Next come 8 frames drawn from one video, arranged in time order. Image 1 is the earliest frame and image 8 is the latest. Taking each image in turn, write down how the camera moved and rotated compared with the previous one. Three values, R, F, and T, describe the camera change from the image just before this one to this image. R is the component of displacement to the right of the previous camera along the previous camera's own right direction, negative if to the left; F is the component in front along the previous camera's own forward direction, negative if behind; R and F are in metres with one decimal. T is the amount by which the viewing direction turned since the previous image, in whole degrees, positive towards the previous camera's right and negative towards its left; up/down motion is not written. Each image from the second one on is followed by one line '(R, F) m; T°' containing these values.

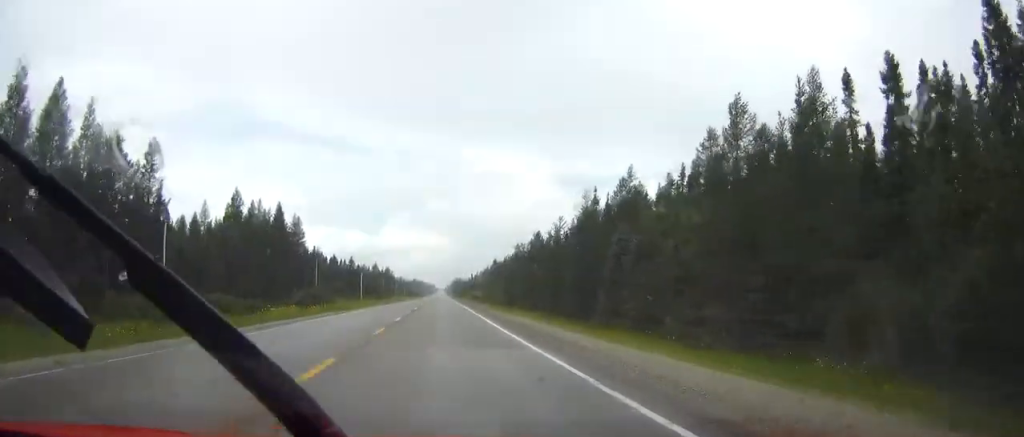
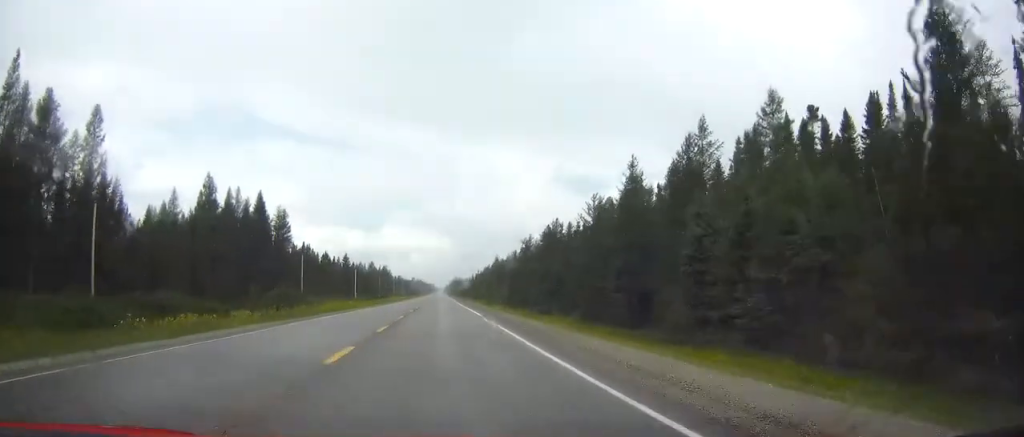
(-0.2, +16.2) m; 0°
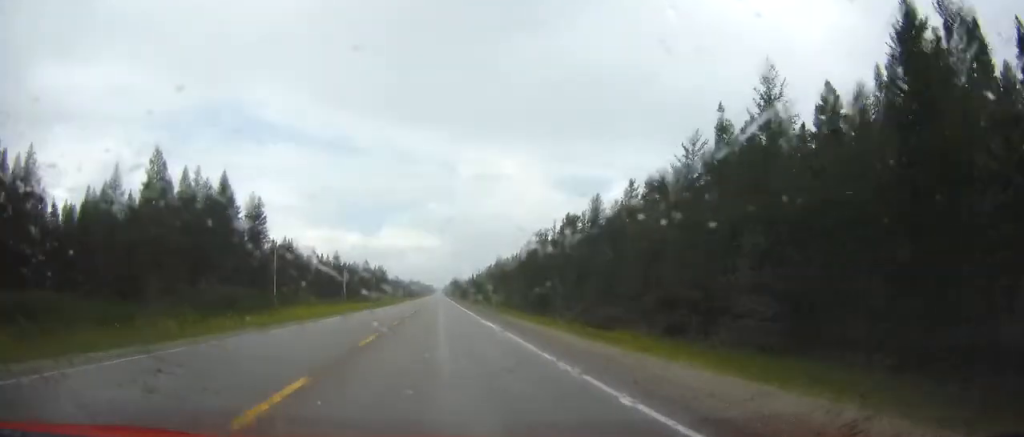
(0.0, +22.8) m; 0°
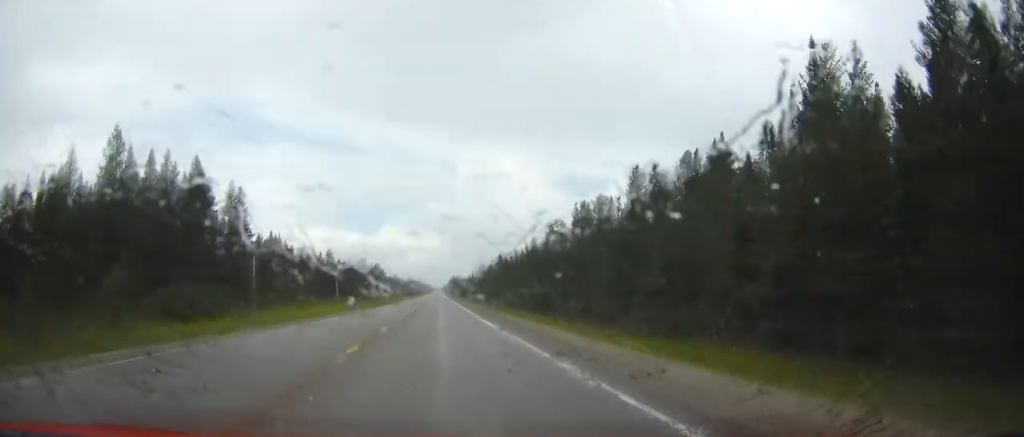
(+0.2, +13.3) m; 0°
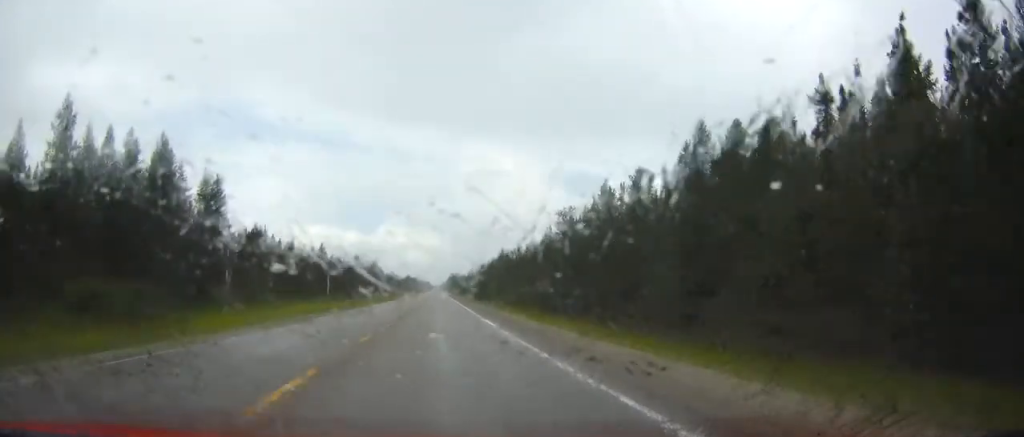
(0.0, +13.3) m; 0°
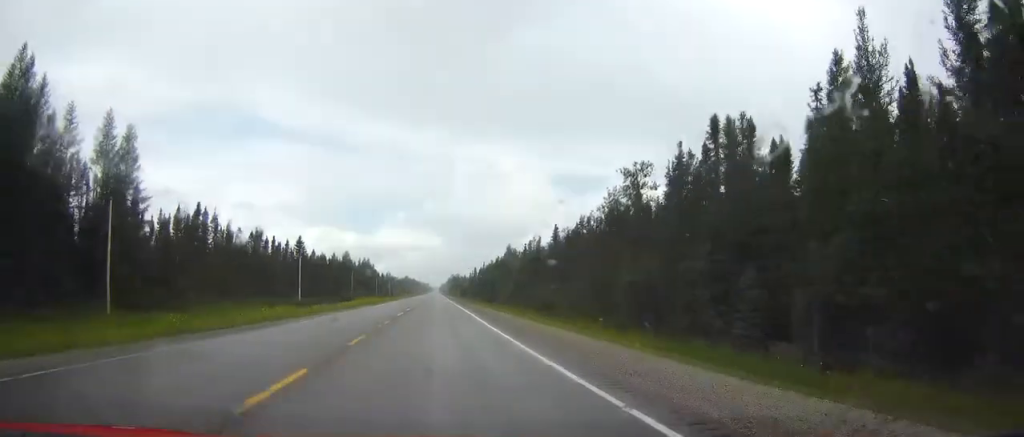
(0.0, +36.7) m; 0°
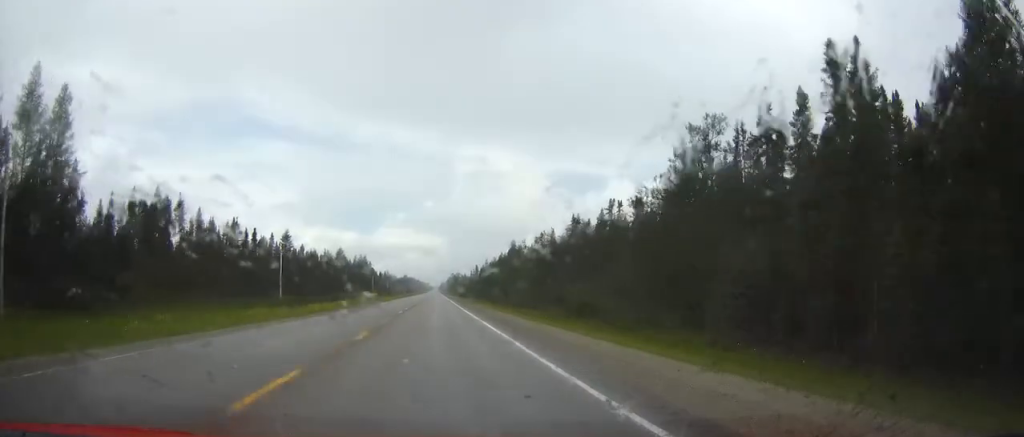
(+0.1, +17.8) m; 0°
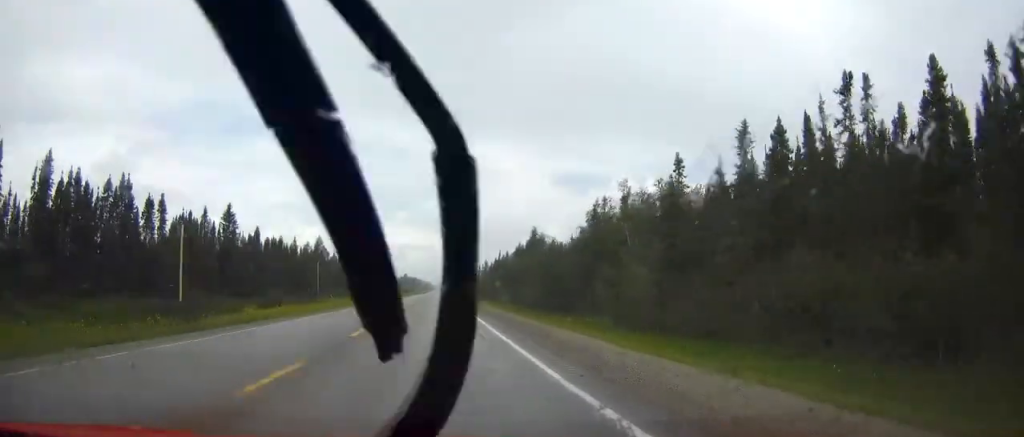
(-0.2, +52.5) m; 0°
